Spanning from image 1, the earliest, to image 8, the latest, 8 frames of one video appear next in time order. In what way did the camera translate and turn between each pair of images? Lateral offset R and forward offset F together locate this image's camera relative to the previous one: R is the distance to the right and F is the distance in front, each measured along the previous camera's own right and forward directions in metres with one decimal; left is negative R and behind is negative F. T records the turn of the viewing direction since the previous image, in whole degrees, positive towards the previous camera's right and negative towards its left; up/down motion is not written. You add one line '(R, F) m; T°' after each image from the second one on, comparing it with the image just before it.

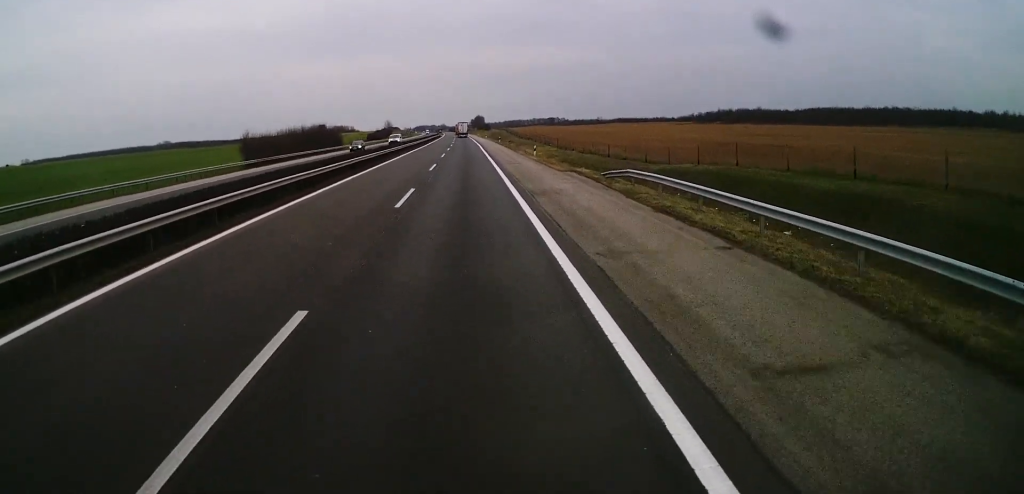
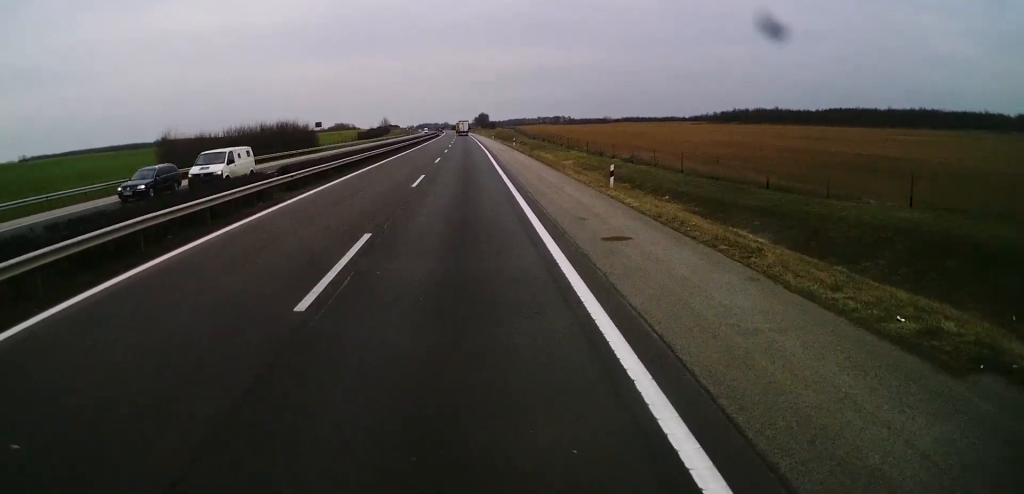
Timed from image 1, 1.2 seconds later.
(+0.4, +28.6) m; 0°
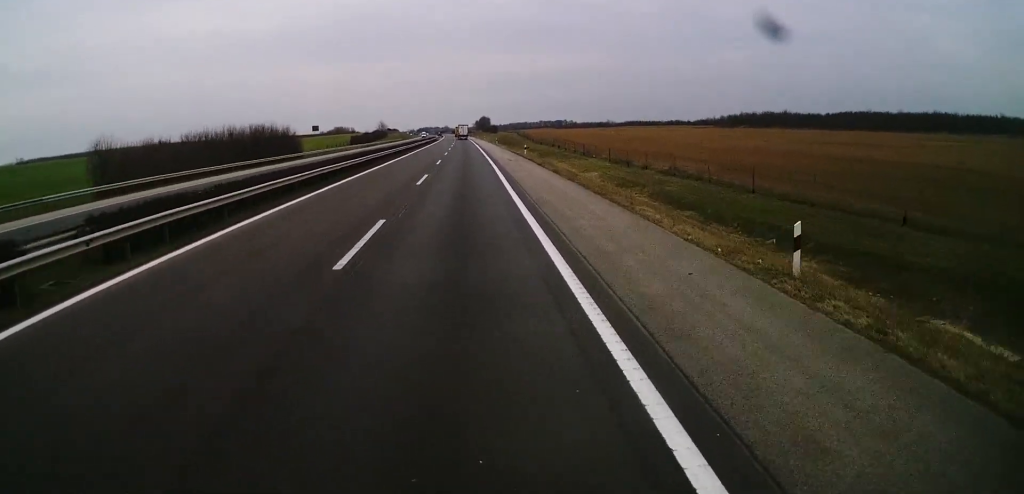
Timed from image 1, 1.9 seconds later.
(-0.1, +14.6) m; 0°
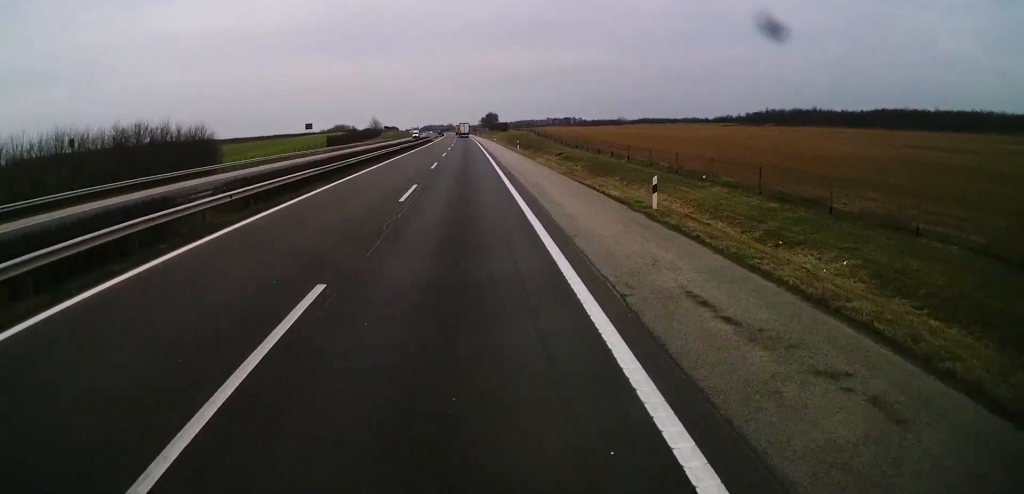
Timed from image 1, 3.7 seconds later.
(-0.3, +41.6) m; -1°
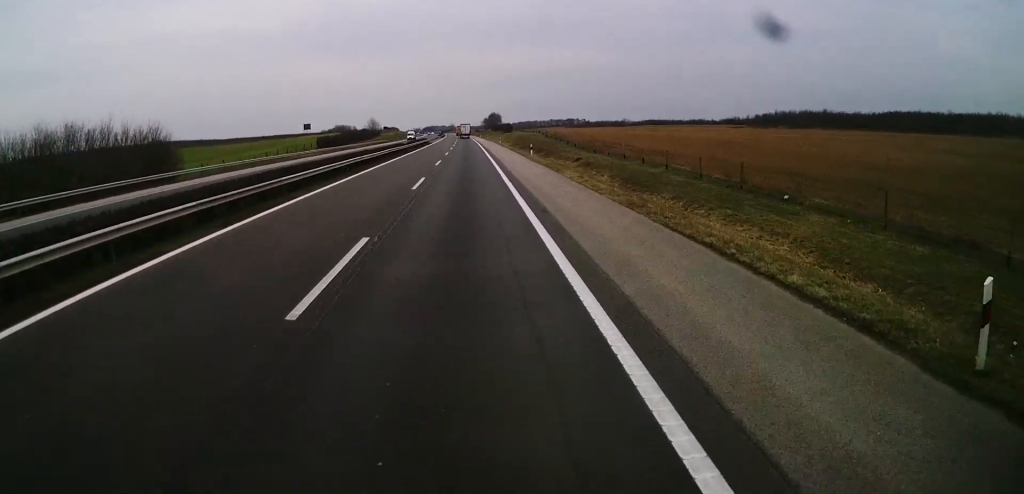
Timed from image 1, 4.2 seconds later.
(-0.1, +13.1) m; 0°
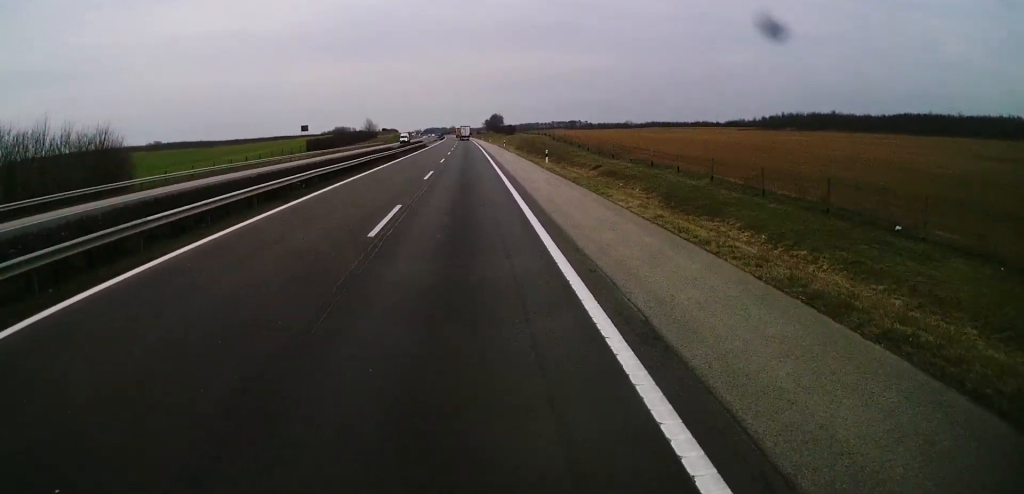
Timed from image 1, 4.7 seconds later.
(0.0, +10.8) m; 0°
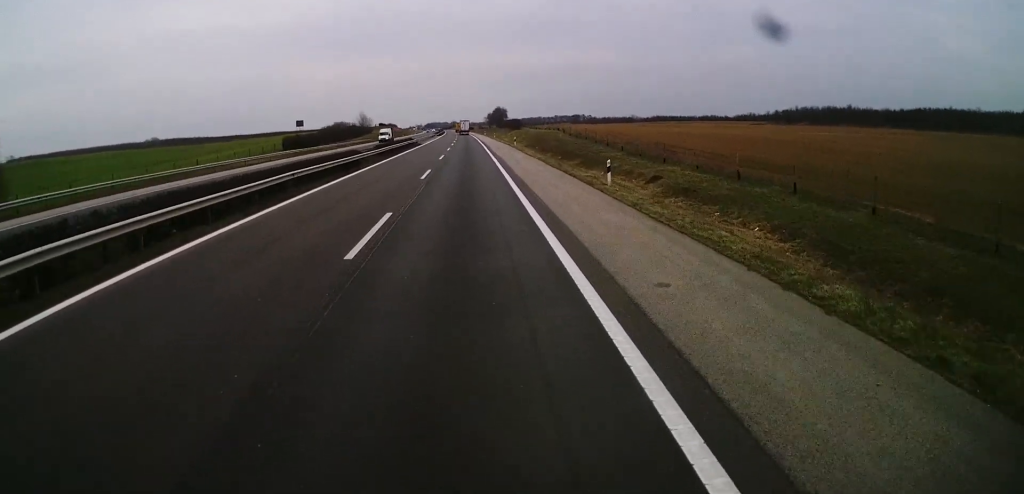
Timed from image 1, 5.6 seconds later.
(0.0, +20.0) m; 0°
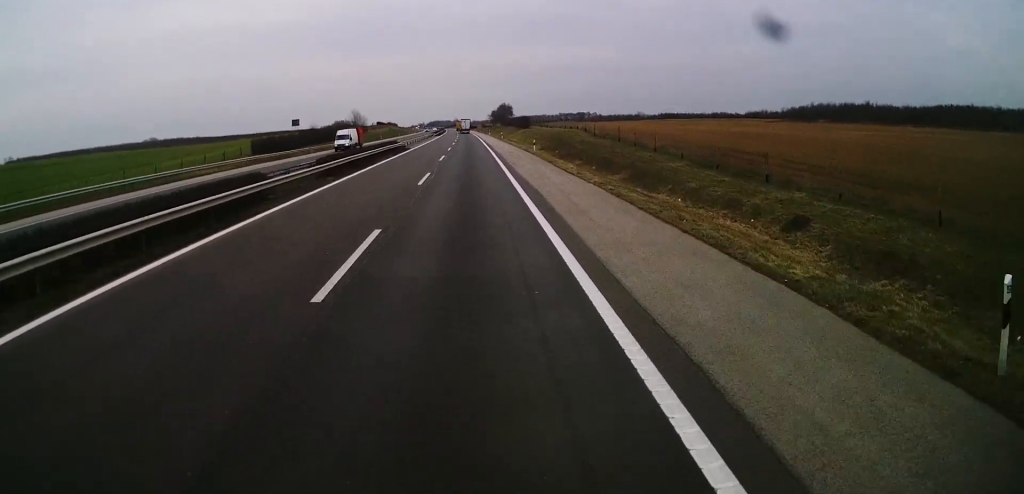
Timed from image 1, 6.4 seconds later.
(-0.1, +20.1) m; 0°
